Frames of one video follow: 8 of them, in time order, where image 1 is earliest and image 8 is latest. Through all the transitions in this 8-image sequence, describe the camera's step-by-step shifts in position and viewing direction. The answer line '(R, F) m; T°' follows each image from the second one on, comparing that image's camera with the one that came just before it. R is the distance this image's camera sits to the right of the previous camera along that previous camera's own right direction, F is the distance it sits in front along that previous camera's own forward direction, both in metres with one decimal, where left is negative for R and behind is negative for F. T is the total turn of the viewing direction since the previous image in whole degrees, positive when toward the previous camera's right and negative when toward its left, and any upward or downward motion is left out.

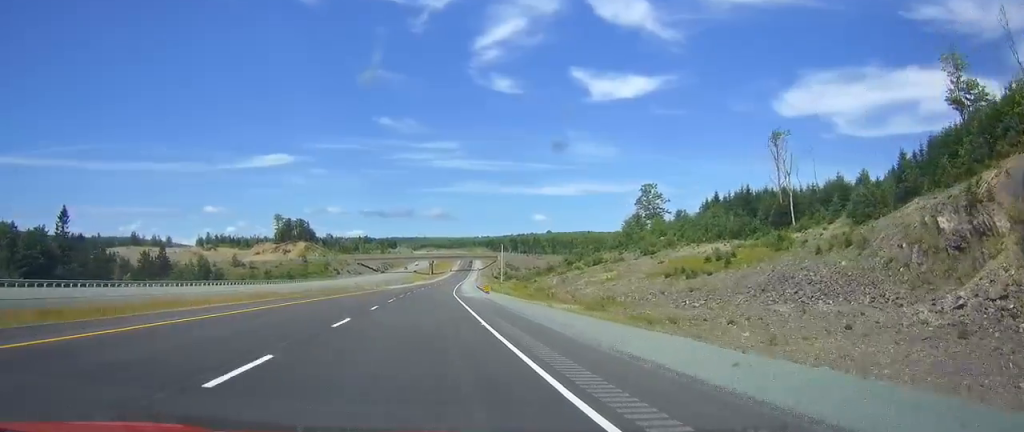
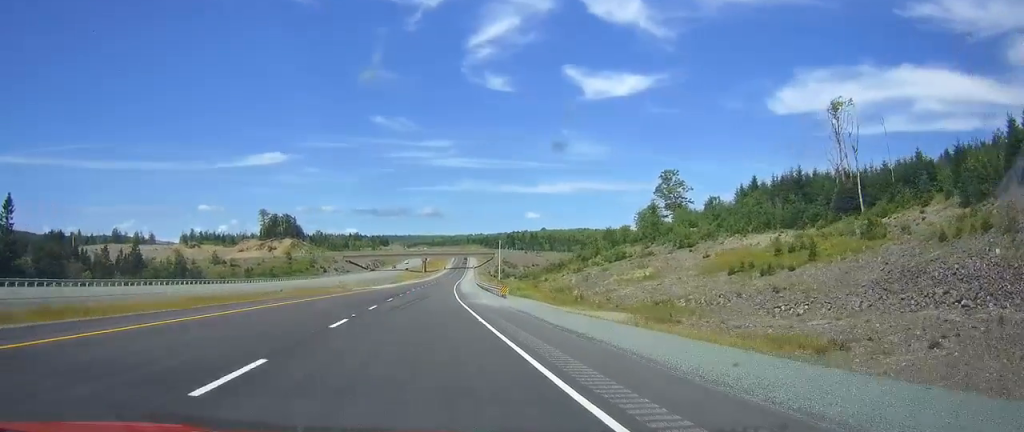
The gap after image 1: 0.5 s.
(0.0, +18.4) m; 0°
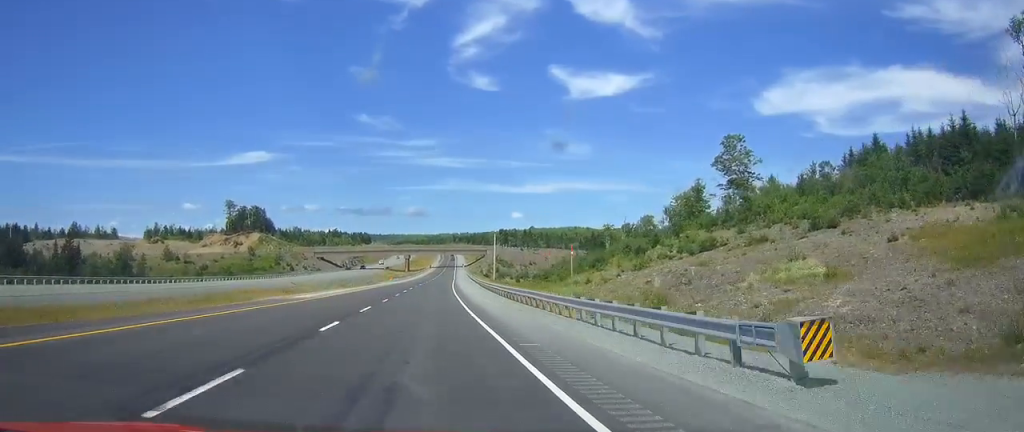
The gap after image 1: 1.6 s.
(0.0, +37.0) m; 0°
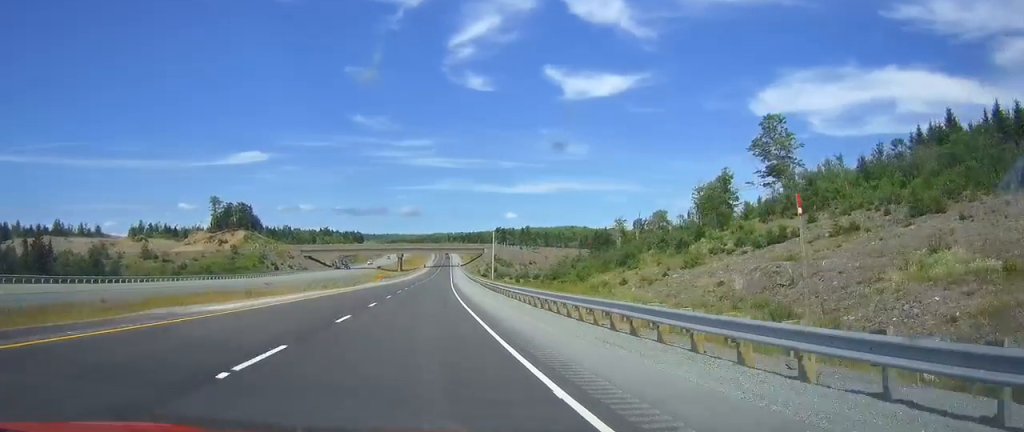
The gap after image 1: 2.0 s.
(0.0, +15.0) m; 0°
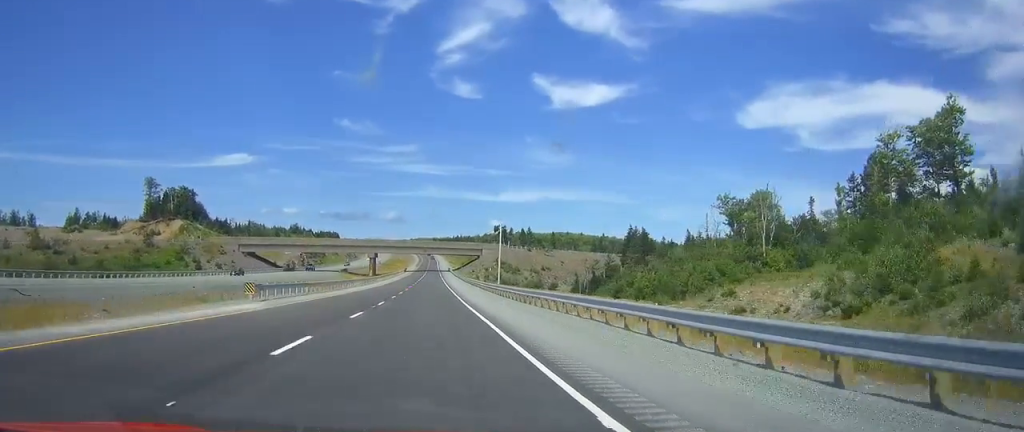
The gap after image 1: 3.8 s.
(+1.8, +61.3) m; +5°
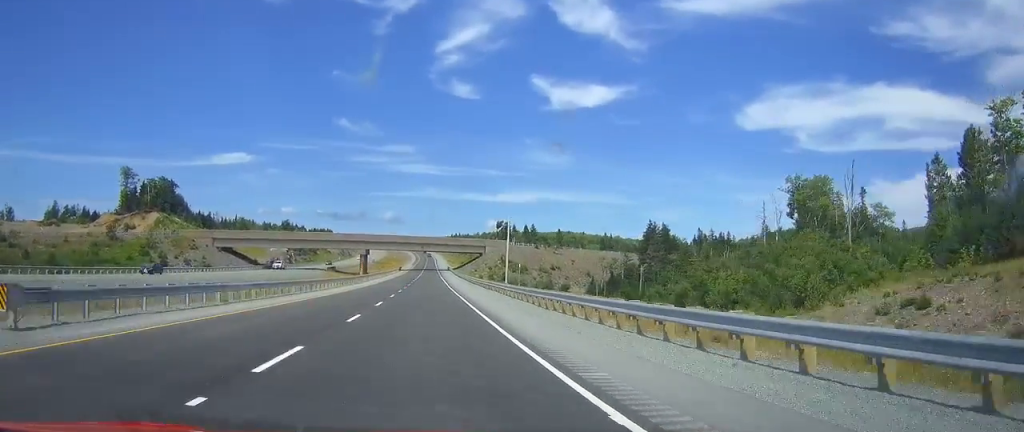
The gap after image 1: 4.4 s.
(+0.5, +19.7) m; +2°
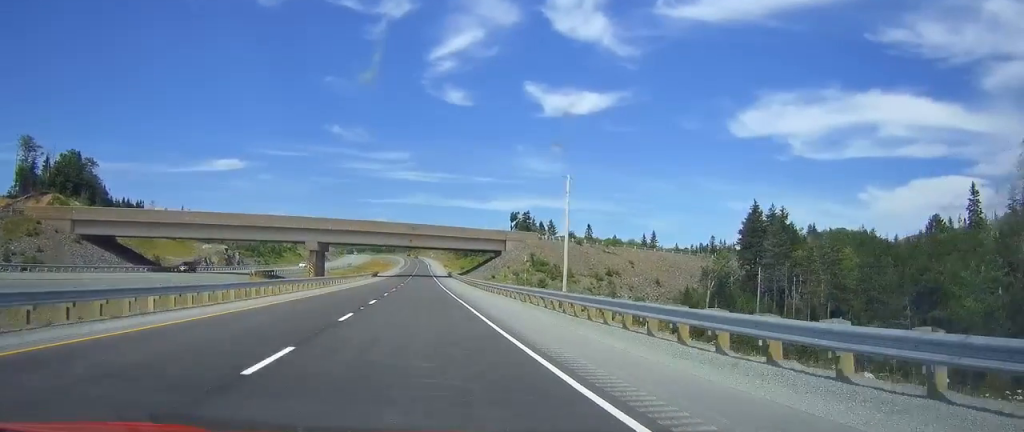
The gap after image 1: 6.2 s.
(0.0, +63.7) m; 0°
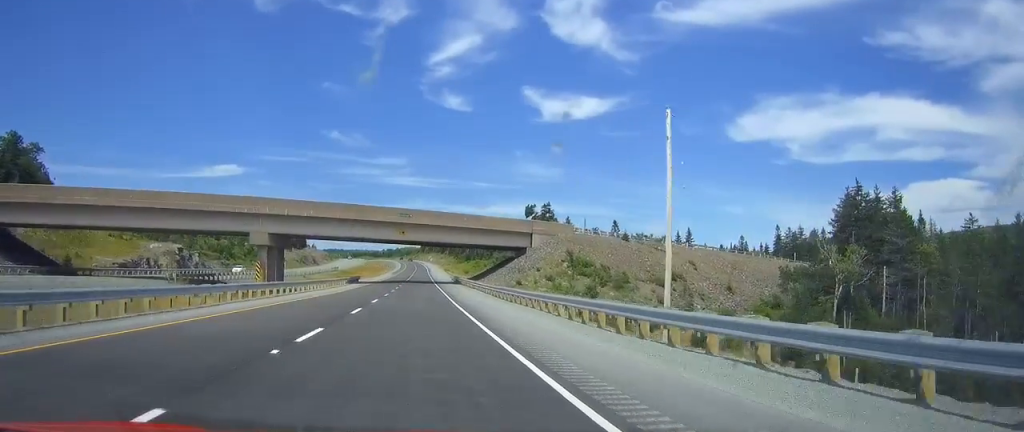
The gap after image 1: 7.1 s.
(+0.1, +32.2) m; 0°
